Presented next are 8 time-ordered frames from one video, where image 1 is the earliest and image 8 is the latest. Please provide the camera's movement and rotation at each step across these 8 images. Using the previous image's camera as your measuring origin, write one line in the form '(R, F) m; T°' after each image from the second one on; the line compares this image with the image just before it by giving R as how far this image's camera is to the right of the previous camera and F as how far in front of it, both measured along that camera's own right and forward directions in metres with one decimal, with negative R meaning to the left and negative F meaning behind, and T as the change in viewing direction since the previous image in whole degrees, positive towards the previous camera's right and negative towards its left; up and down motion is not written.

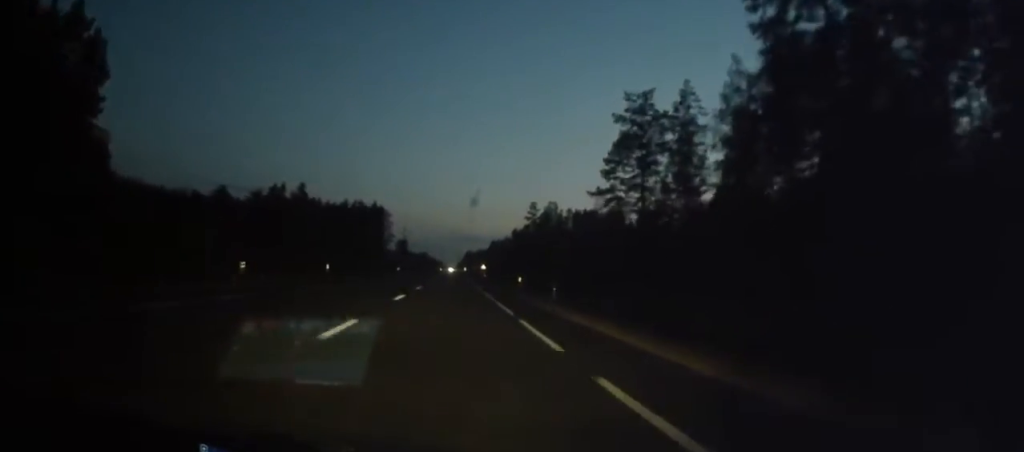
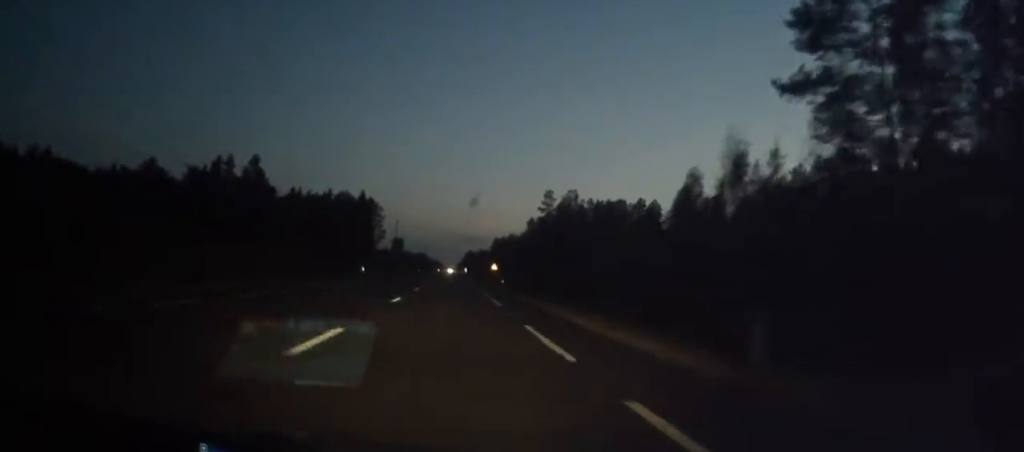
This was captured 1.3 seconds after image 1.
(-0.3, +37.3) m; -1°
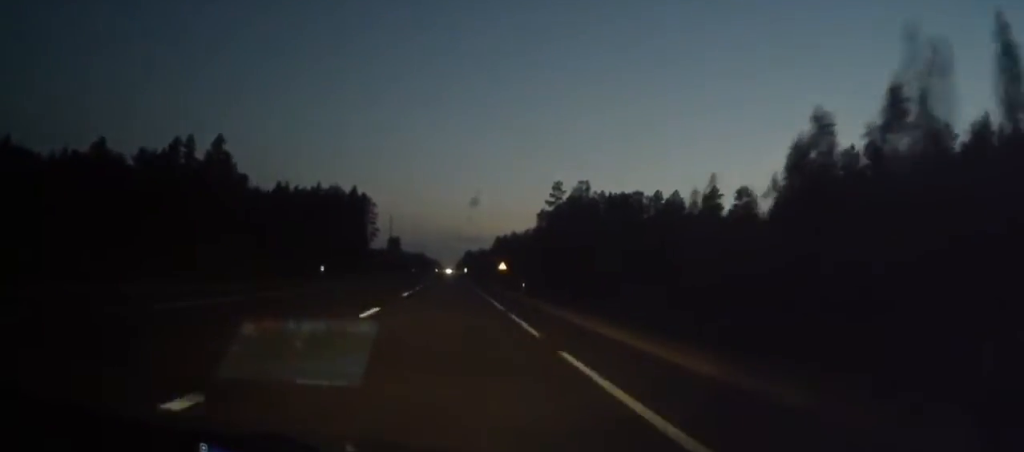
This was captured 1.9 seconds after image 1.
(-0.4, +18.2) m; 0°
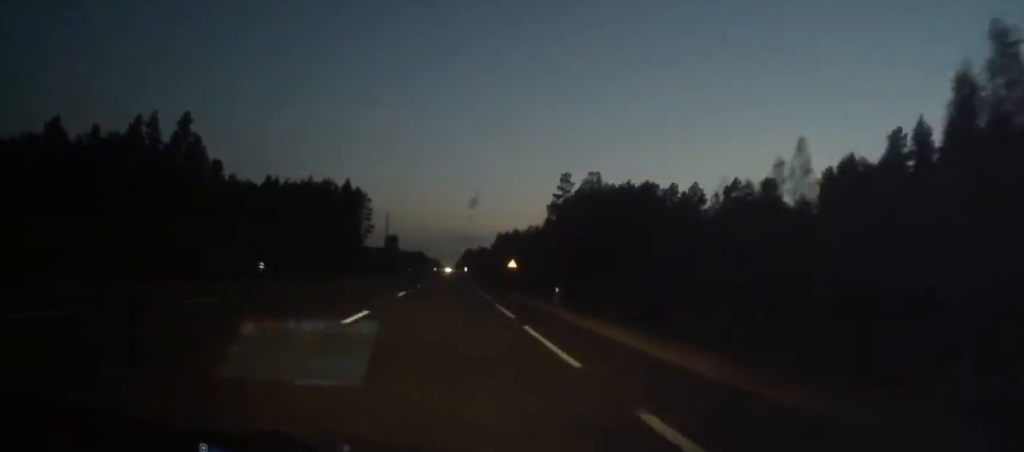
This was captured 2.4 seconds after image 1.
(+0.2, +13.4) m; 0°
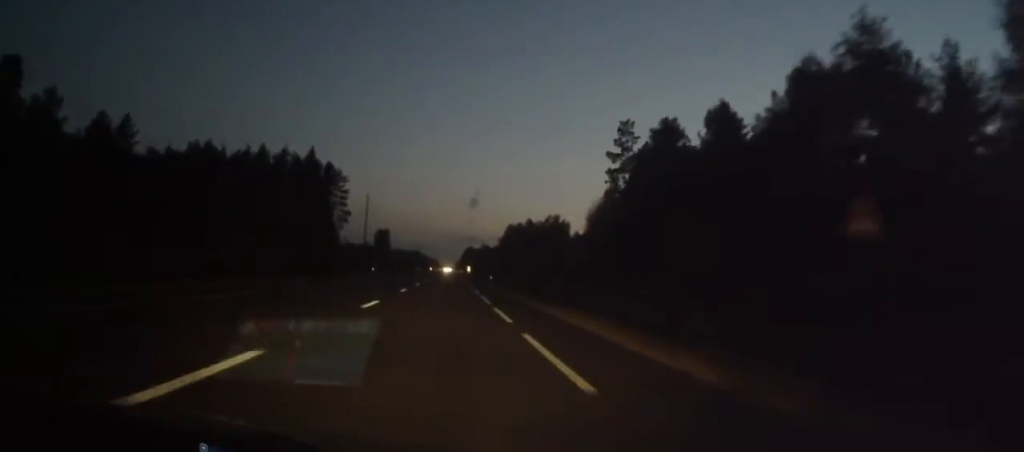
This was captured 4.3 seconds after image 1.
(+0.5, +55.8) m; 0°
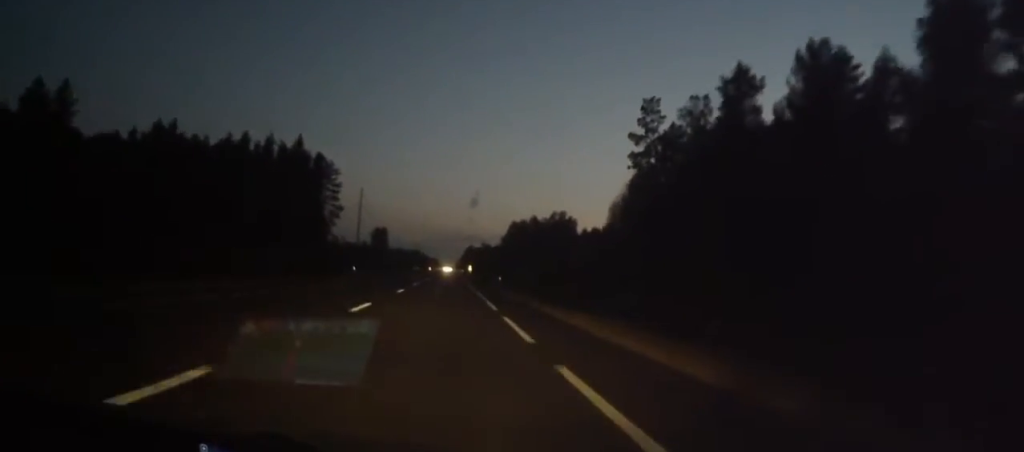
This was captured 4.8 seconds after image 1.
(-0.1, +13.5) m; 0°
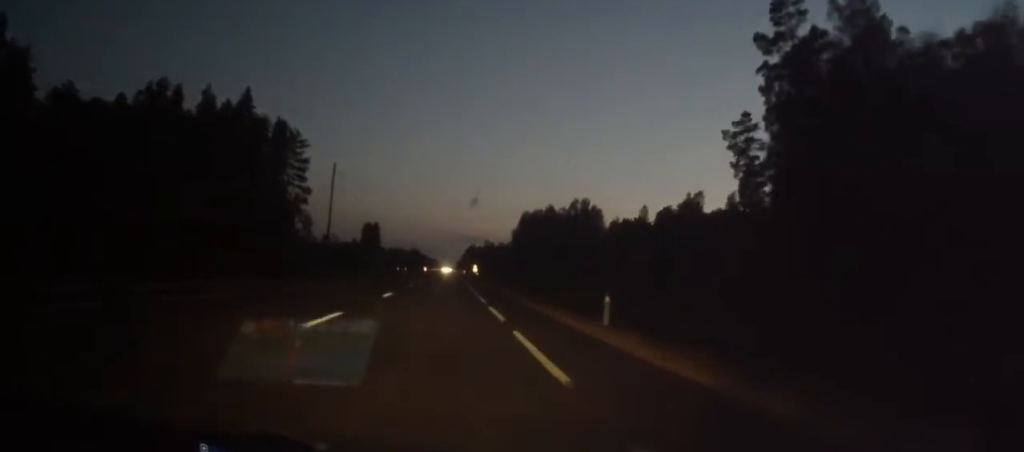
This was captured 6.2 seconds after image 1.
(+0.2, +40.4) m; 0°
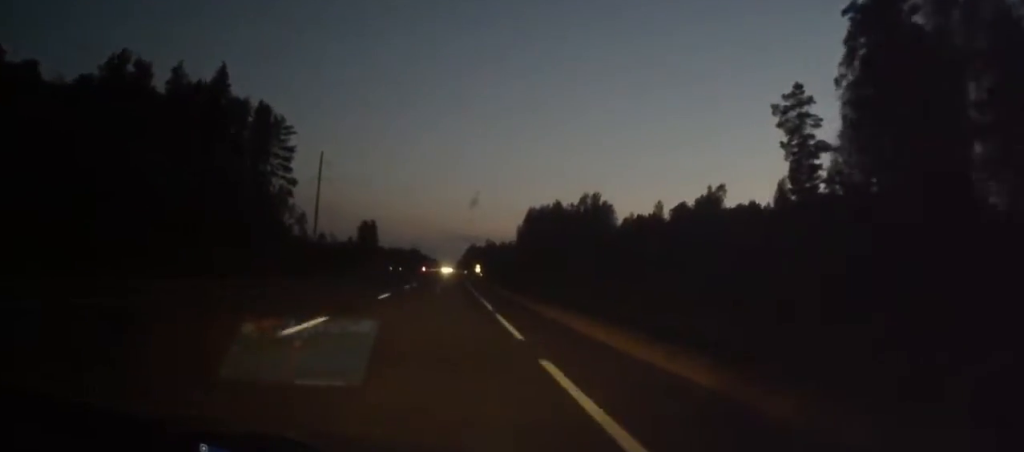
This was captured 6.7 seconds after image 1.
(0.0, +13.5) m; 0°
